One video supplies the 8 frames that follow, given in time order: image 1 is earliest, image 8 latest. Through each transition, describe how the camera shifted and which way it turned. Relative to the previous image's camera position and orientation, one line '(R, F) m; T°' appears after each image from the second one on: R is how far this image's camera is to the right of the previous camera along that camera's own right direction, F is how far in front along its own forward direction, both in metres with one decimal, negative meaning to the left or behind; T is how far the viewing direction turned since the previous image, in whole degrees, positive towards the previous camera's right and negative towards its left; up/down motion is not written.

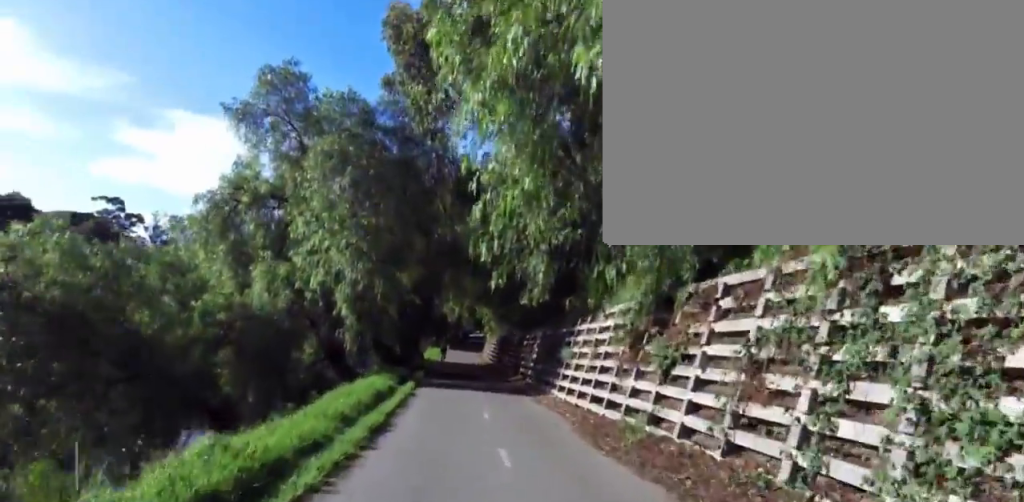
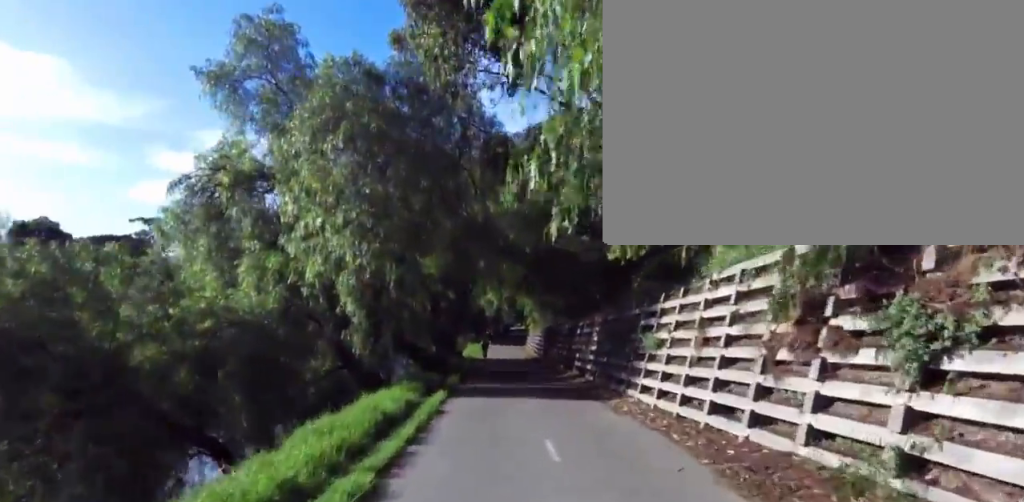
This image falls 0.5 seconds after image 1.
(0.0, +3.5) m; 0°
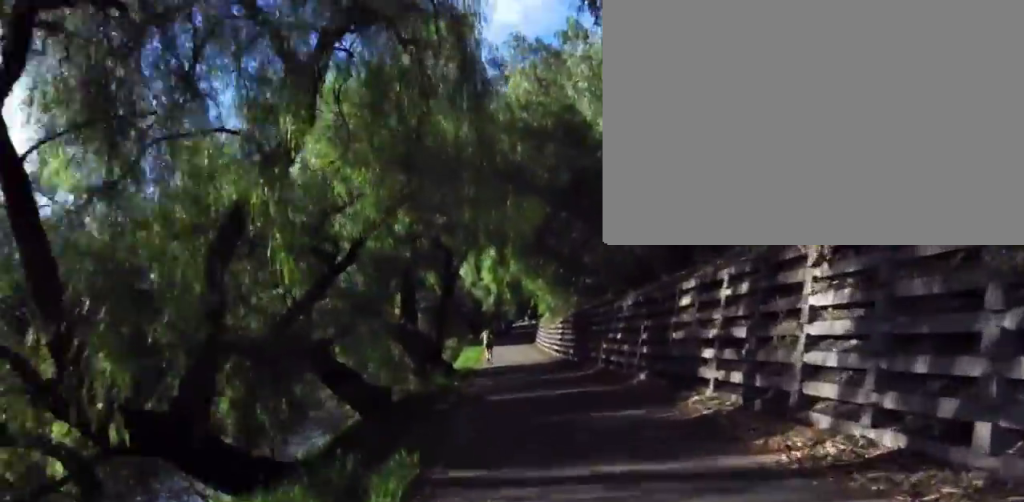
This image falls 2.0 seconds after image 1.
(0.0, +10.4) m; 0°
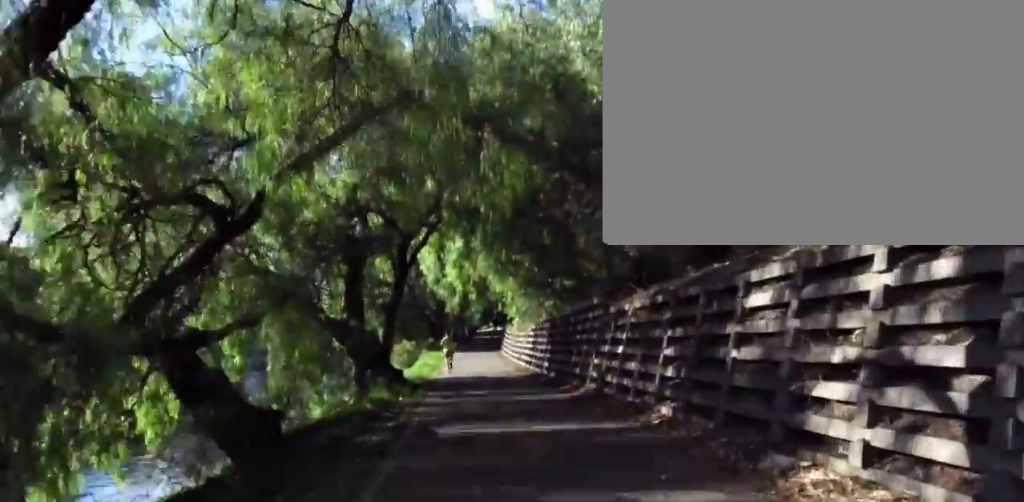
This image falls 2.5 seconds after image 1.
(0.0, +3.3) m; 0°
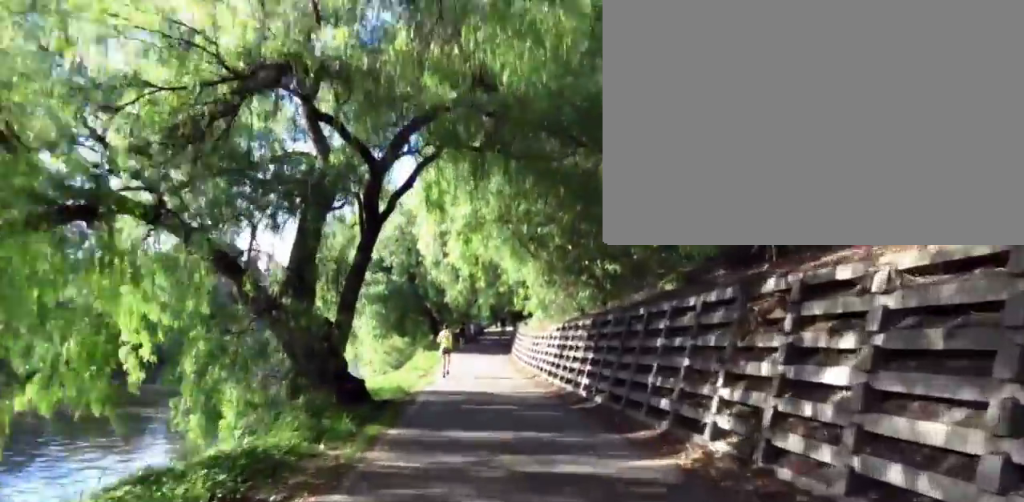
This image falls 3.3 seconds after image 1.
(0.0, +6.0) m; 0°
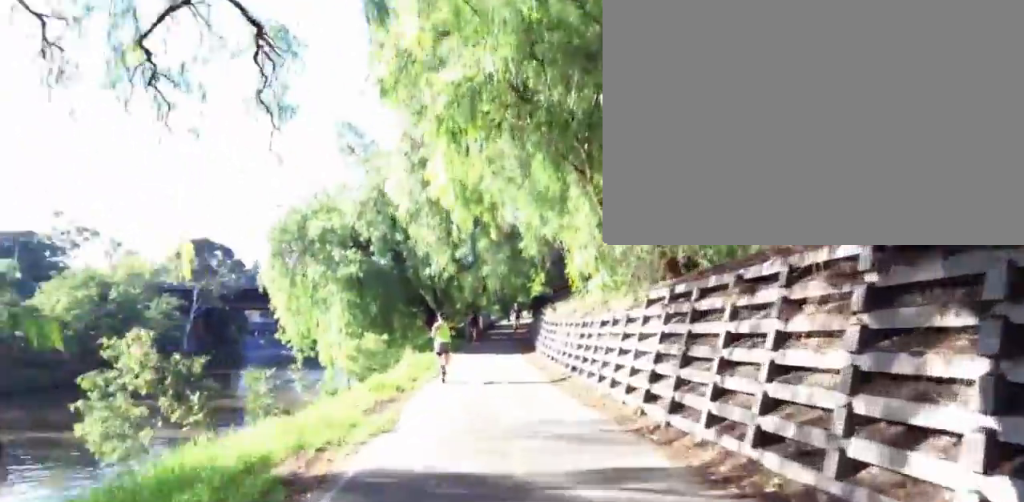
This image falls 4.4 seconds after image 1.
(0.0, +9.1) m; 0°
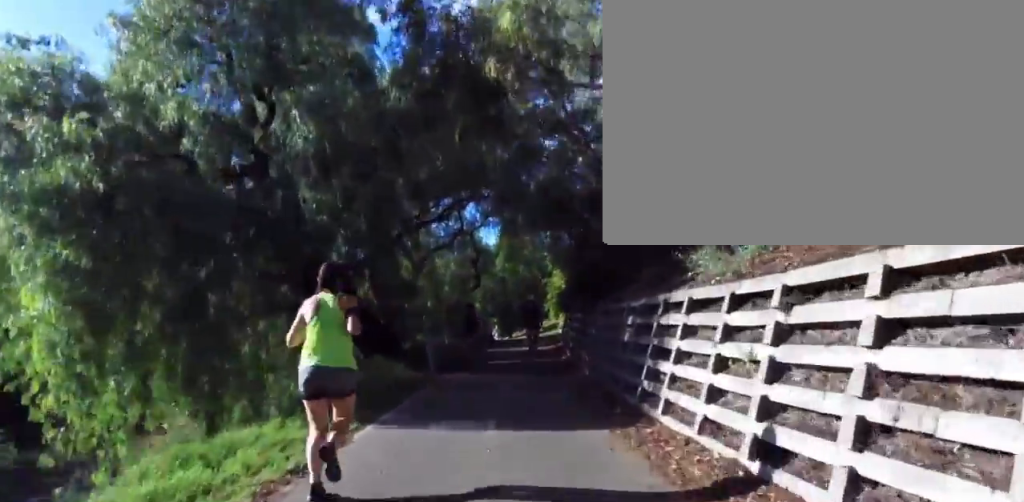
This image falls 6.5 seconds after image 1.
(+0.2, +18.1) m; +1°
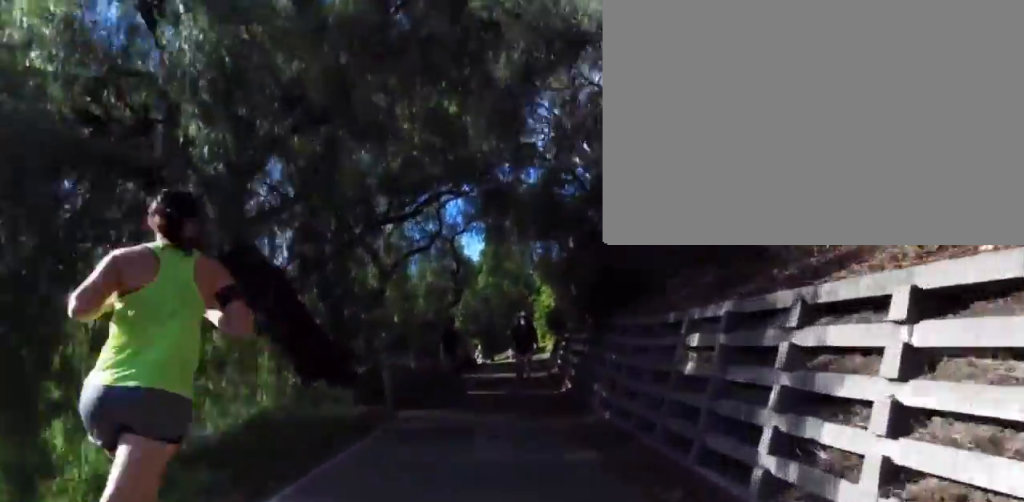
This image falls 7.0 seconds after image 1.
(0.0, +3.3) m; -2°
